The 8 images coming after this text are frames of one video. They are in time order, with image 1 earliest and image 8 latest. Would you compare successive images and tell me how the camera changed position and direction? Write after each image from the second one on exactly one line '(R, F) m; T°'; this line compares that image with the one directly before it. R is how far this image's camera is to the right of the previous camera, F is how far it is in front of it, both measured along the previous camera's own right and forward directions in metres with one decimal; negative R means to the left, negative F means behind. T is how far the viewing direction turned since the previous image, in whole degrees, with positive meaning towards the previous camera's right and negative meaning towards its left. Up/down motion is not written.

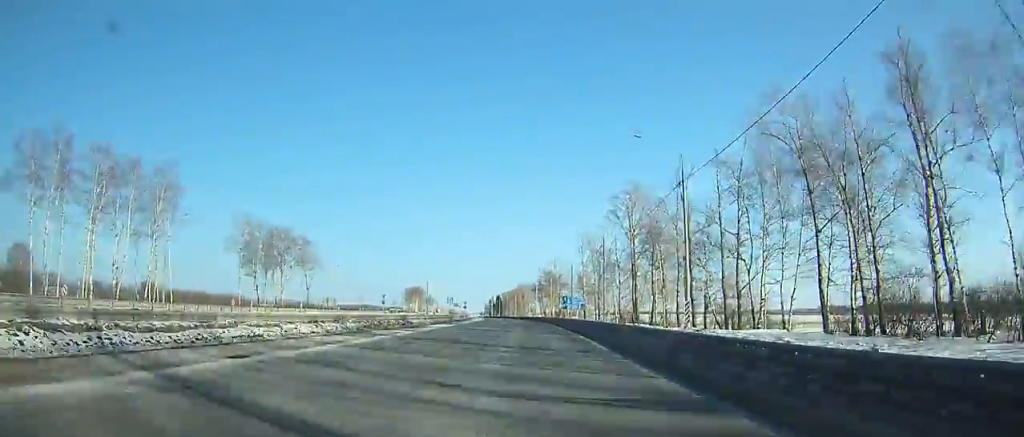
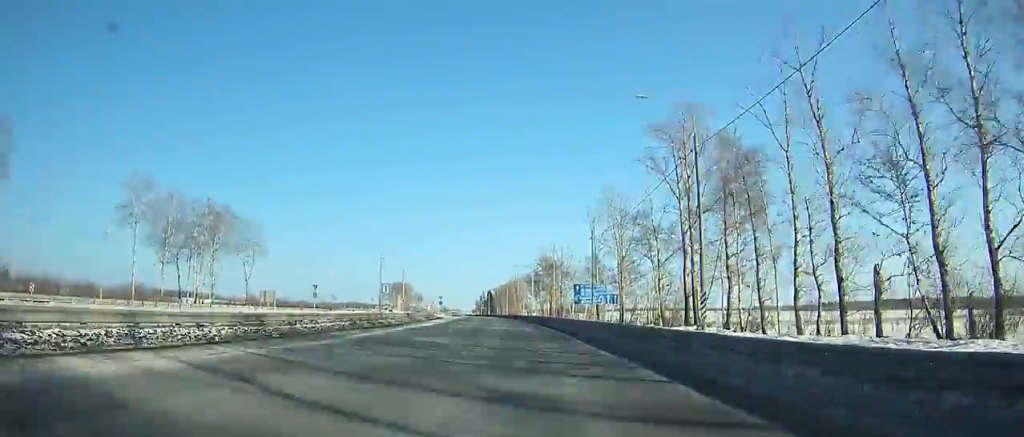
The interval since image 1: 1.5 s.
(+0.4, +35.4) m; -1°
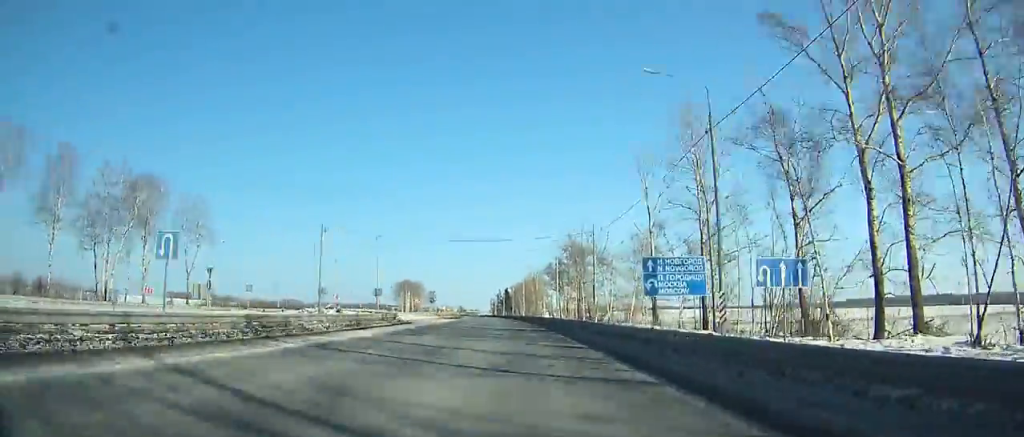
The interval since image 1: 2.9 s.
(+0.6, +33.0) m; -1°
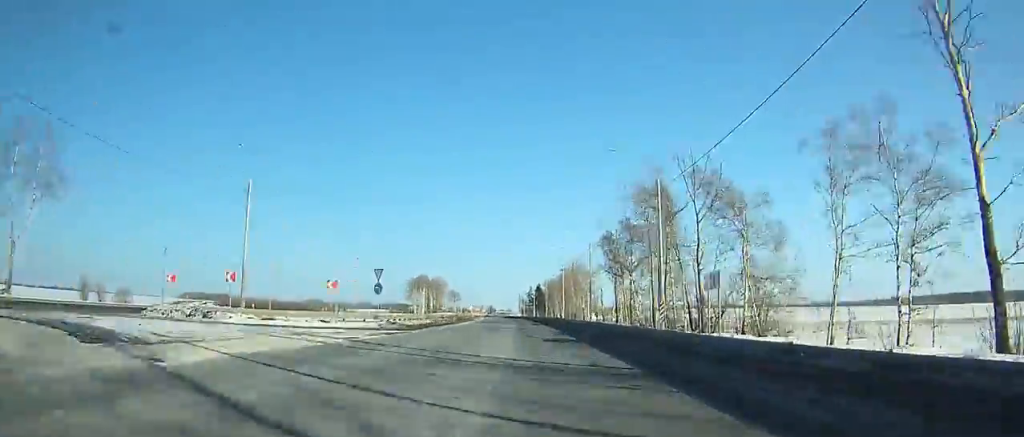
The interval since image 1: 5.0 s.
(-1.8, +49.5) m; -2°
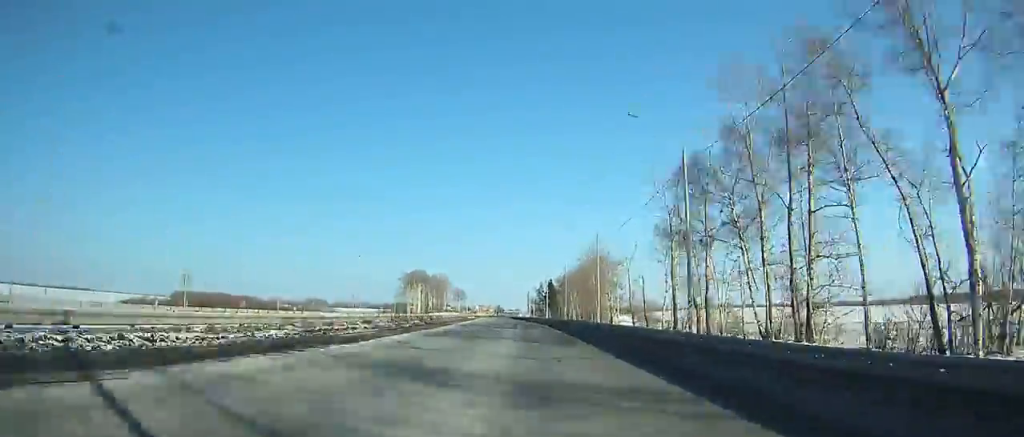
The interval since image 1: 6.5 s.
(-0.5, +35.5) m; -1°
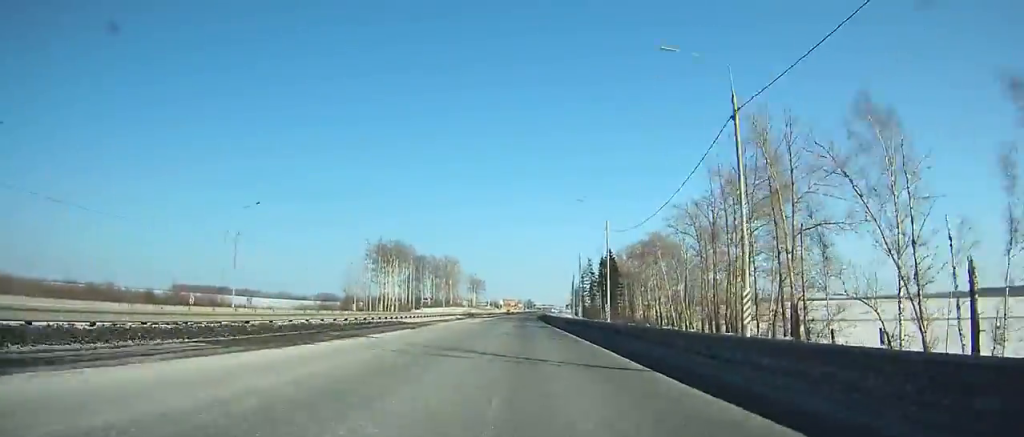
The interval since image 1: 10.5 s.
(-2.2, +96.2) m; -2°
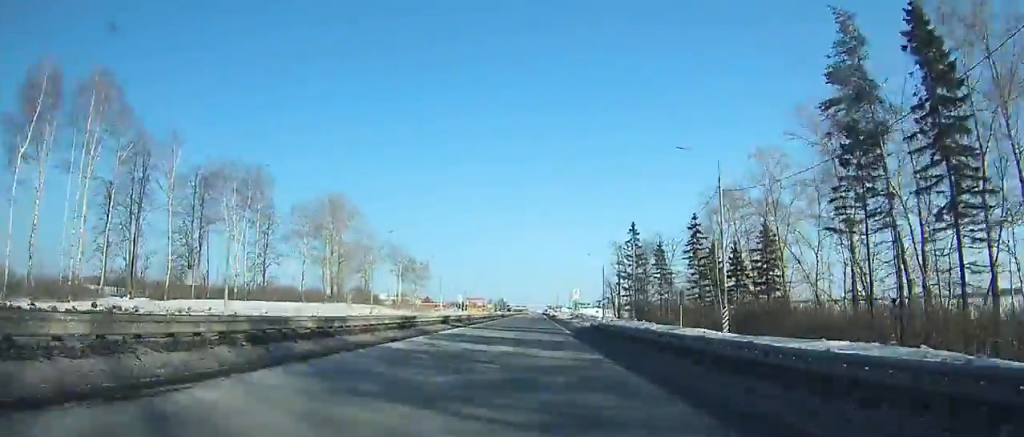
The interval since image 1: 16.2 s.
(+1.4, +140.6) m; +2°
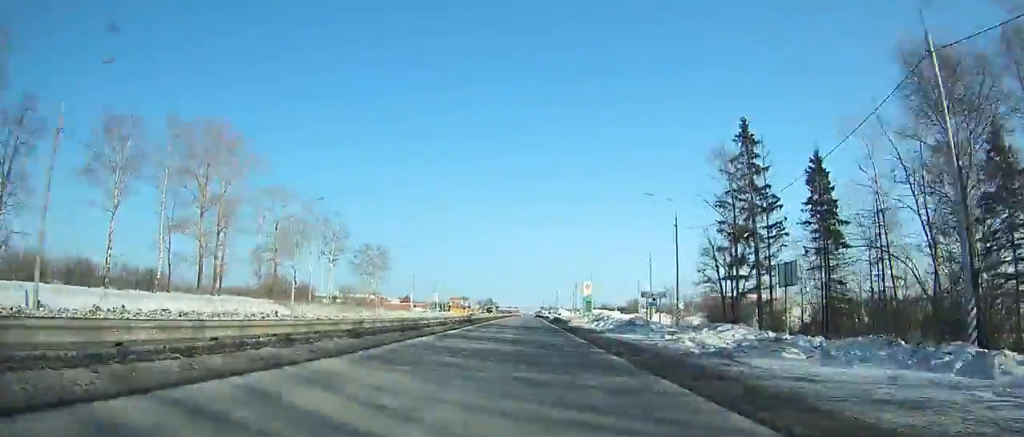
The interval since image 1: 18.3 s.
(+0.7, +52.2) m; +1°
